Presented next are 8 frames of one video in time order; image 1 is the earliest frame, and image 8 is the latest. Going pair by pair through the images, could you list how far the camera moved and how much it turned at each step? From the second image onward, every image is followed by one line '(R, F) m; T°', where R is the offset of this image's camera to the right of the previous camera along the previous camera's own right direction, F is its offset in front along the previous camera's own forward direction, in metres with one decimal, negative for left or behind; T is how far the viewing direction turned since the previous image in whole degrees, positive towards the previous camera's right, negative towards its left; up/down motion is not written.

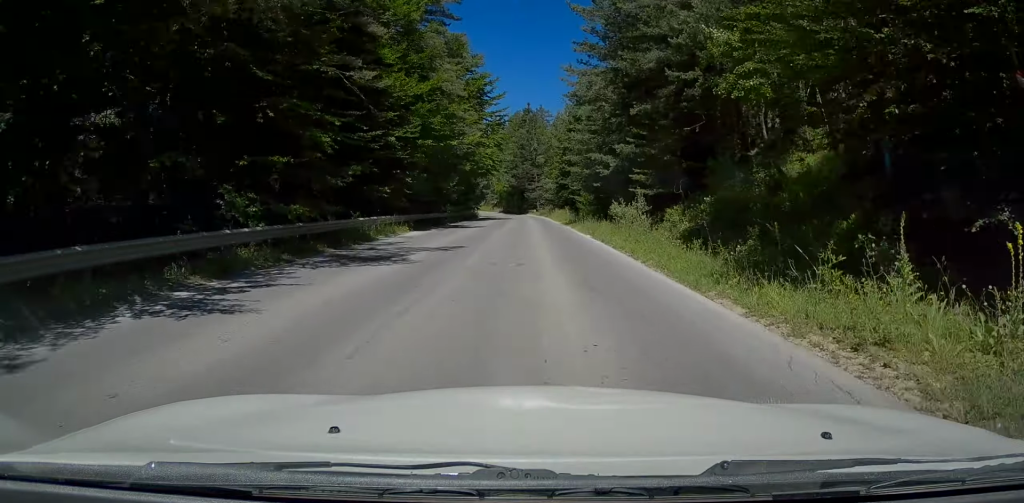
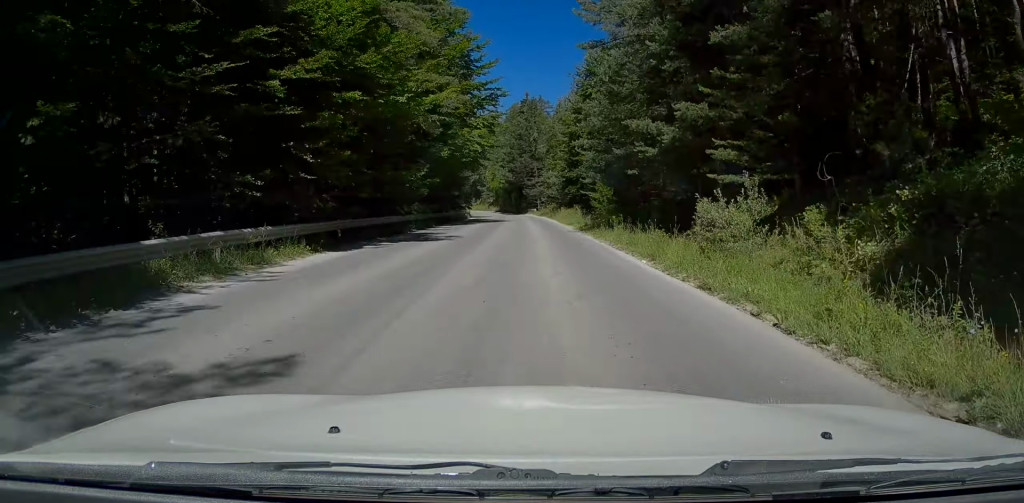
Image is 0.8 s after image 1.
(-0.2, +12.0) m; 0°
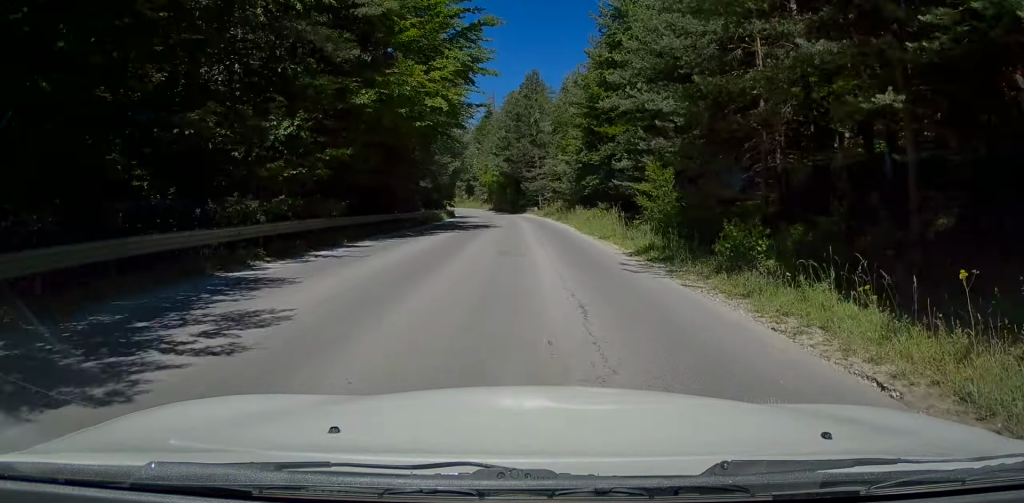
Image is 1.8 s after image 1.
(+0.4, +16.7) m; +1°
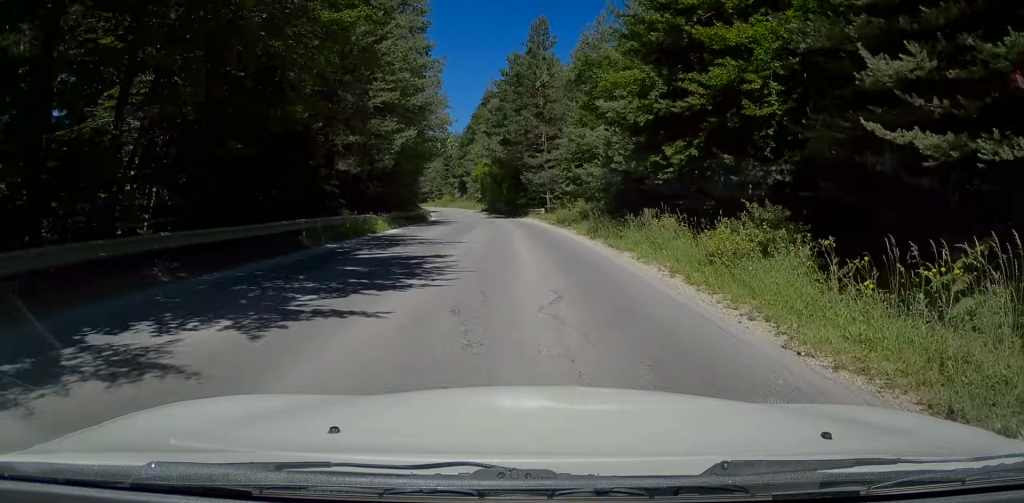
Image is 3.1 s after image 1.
(-0.4, +20.4) m; -2°
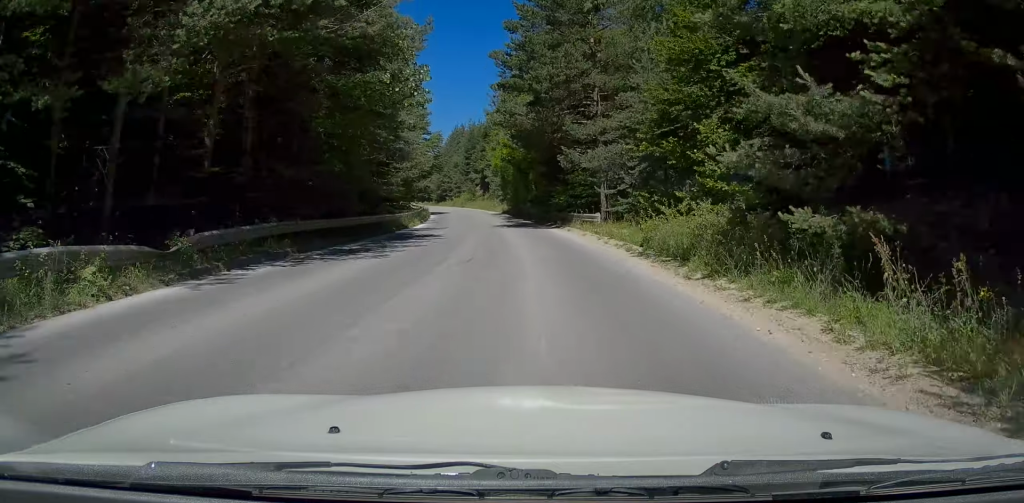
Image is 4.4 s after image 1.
(-0.1, +19.4) m; -2°
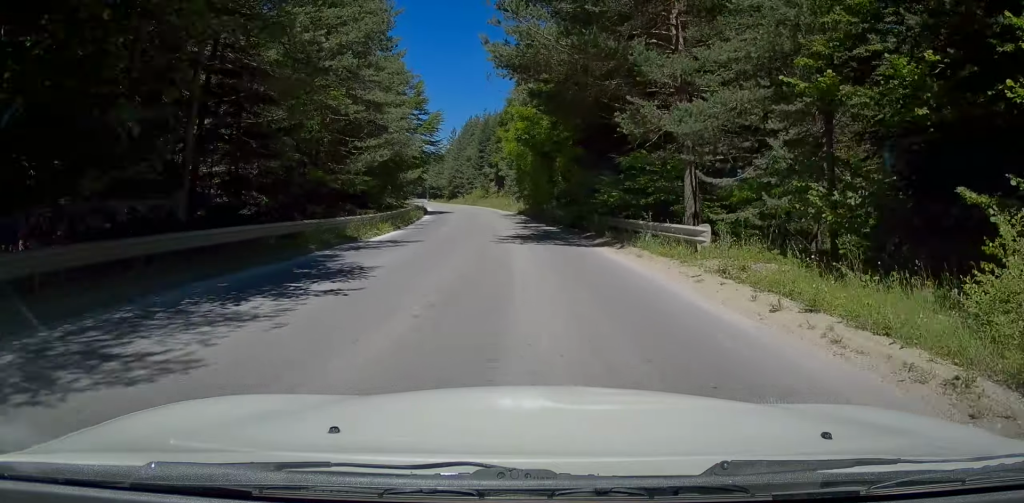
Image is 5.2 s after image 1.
(-0.3, +12.8) m; -2°
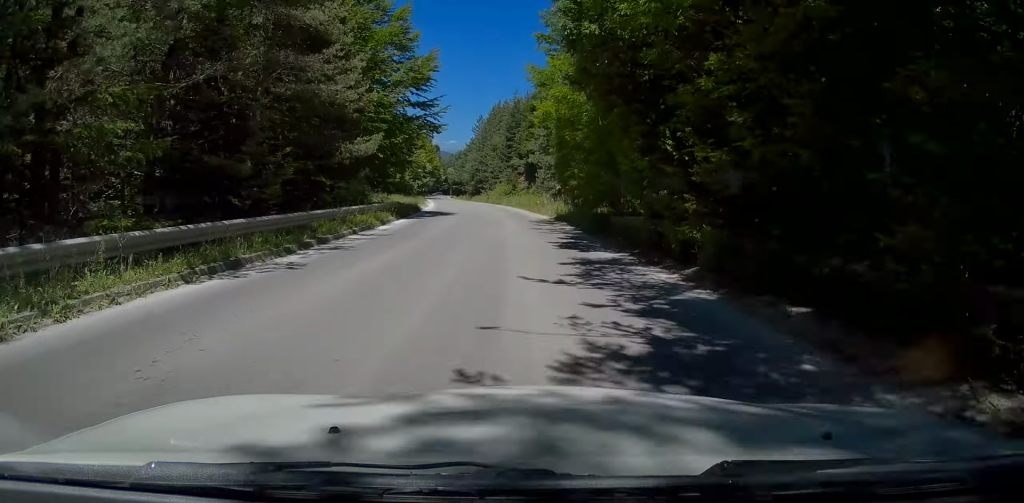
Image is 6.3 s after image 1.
(-0.5, +19.0) m; -3°
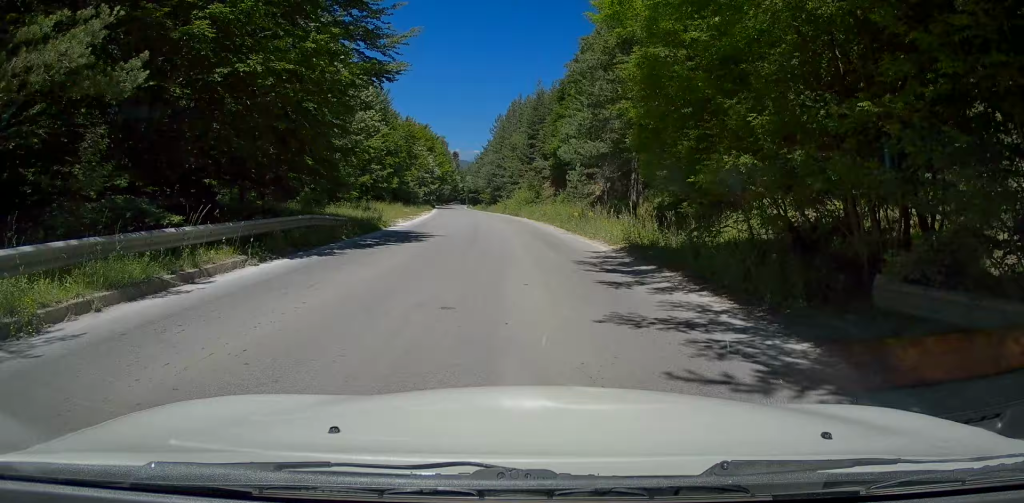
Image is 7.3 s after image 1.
(-0.4, +16.2) m; -3°
